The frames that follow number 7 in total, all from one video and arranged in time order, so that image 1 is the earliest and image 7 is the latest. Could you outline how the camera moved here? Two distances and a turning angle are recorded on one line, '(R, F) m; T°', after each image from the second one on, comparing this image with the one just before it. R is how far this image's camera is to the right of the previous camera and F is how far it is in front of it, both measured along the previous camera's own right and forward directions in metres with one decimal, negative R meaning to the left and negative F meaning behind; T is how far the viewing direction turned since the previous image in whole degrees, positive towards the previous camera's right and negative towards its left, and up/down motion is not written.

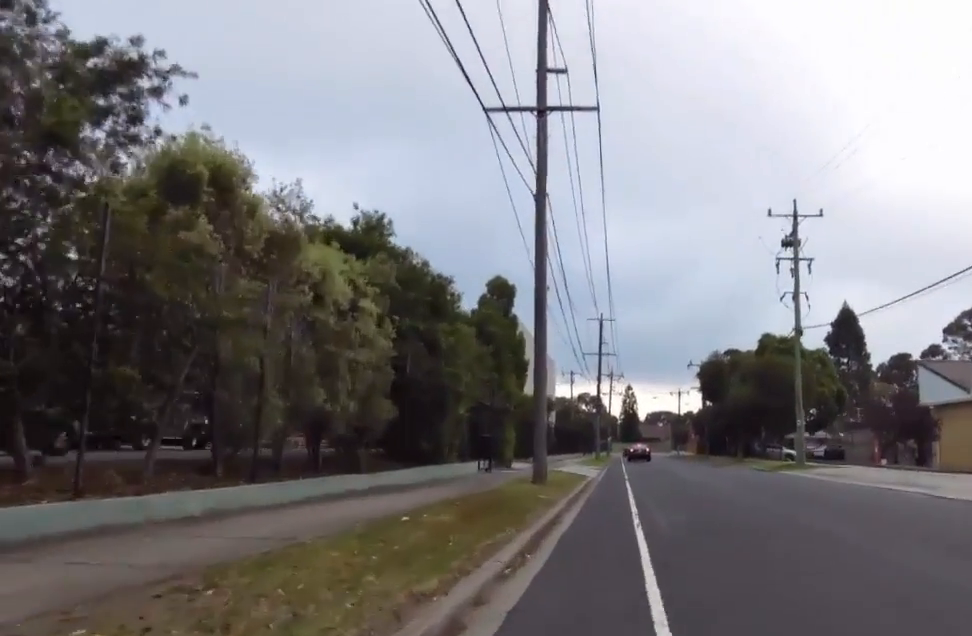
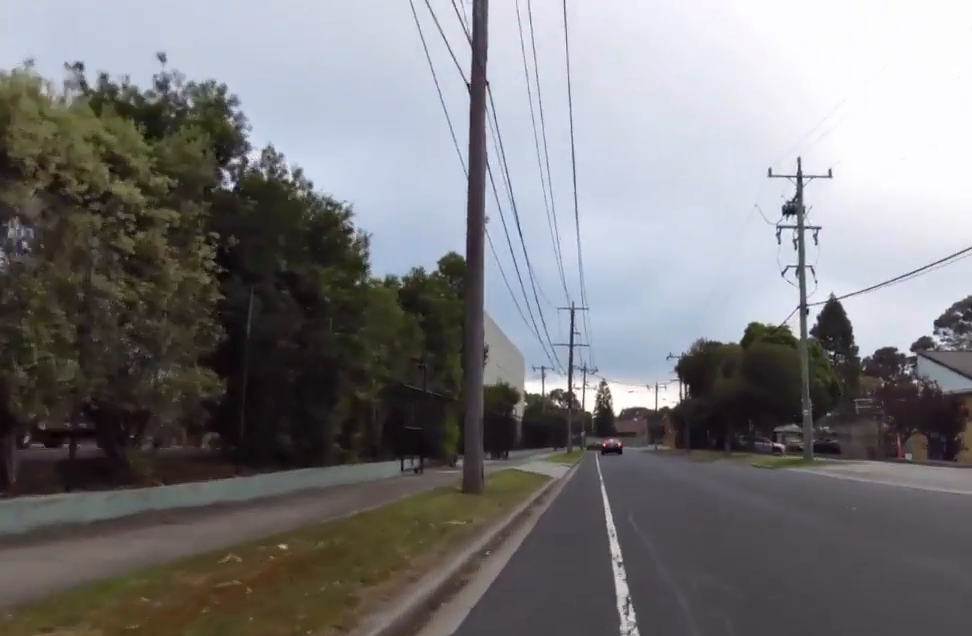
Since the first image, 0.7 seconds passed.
(+0.6, +5.7) m; -1°
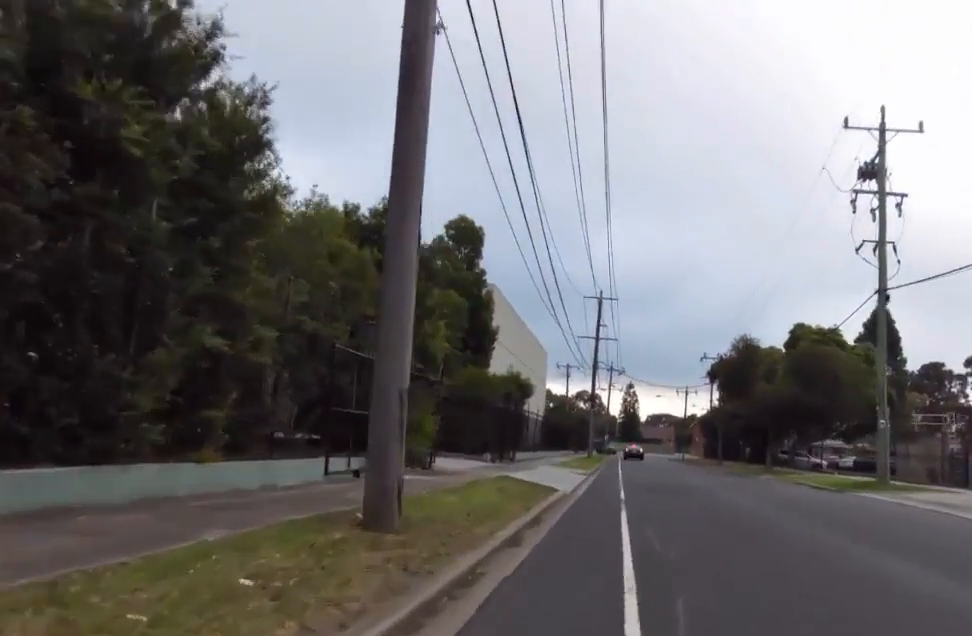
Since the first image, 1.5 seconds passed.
(-0.6, +5.6) m; -5°
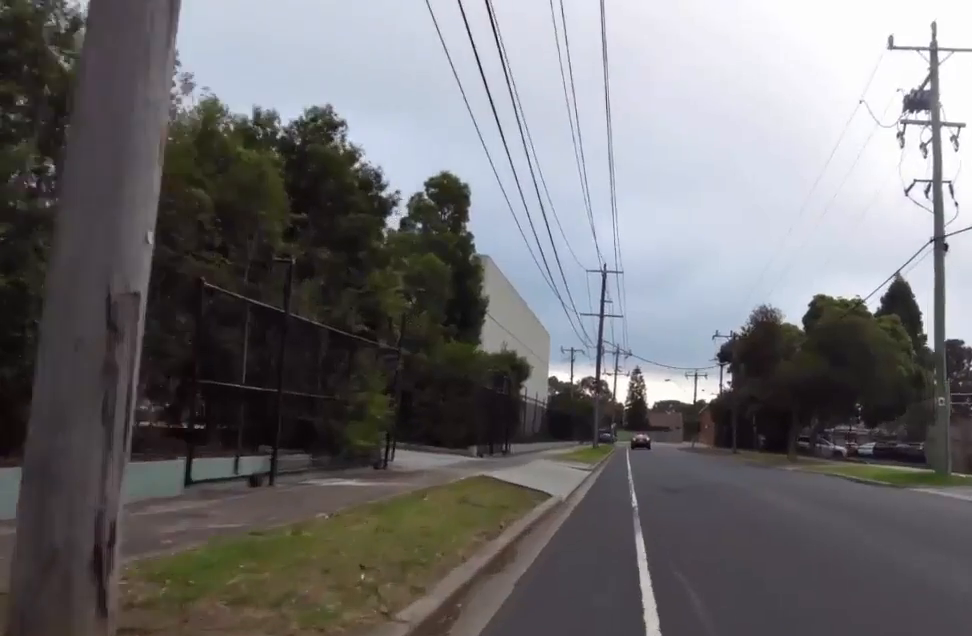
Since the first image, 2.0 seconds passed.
(-0.1, +3.9) m; -1°
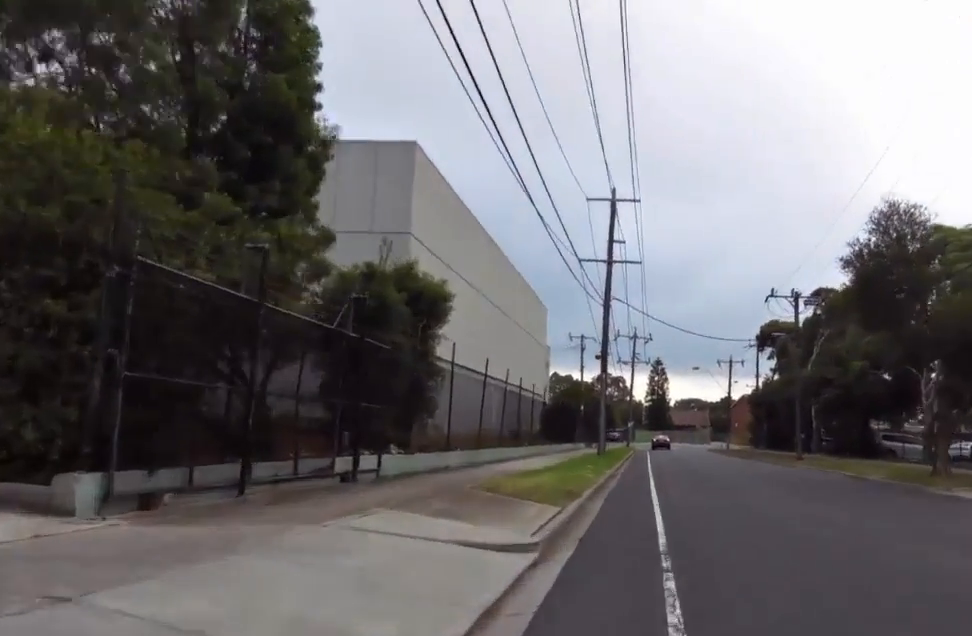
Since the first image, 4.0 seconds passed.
(+1.8, +16.1) m; +7°
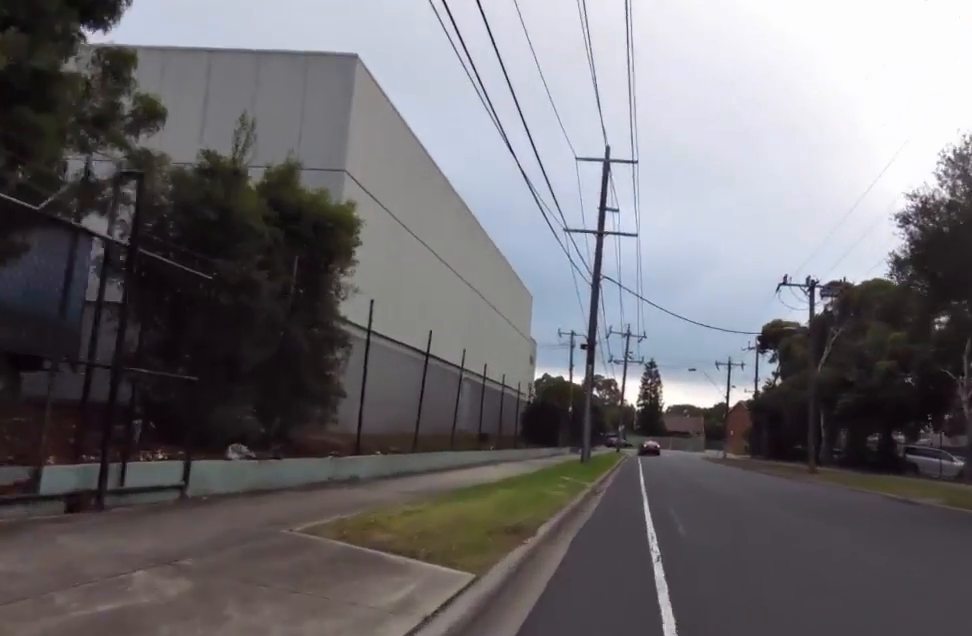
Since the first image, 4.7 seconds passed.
(-0.8, +5.1) m; 0°
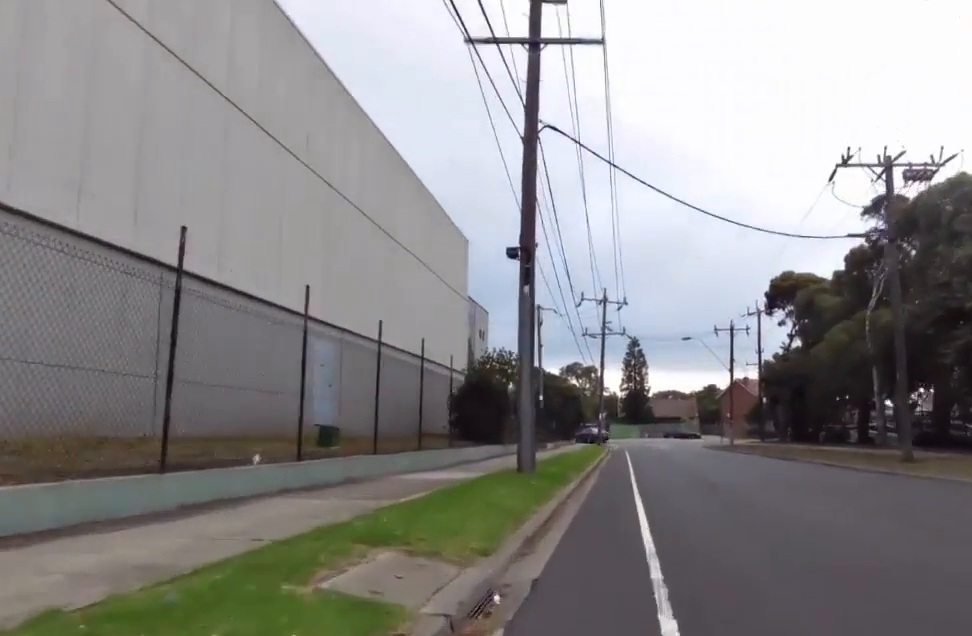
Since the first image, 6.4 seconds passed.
(+0.3, +13.9) m; -1°
